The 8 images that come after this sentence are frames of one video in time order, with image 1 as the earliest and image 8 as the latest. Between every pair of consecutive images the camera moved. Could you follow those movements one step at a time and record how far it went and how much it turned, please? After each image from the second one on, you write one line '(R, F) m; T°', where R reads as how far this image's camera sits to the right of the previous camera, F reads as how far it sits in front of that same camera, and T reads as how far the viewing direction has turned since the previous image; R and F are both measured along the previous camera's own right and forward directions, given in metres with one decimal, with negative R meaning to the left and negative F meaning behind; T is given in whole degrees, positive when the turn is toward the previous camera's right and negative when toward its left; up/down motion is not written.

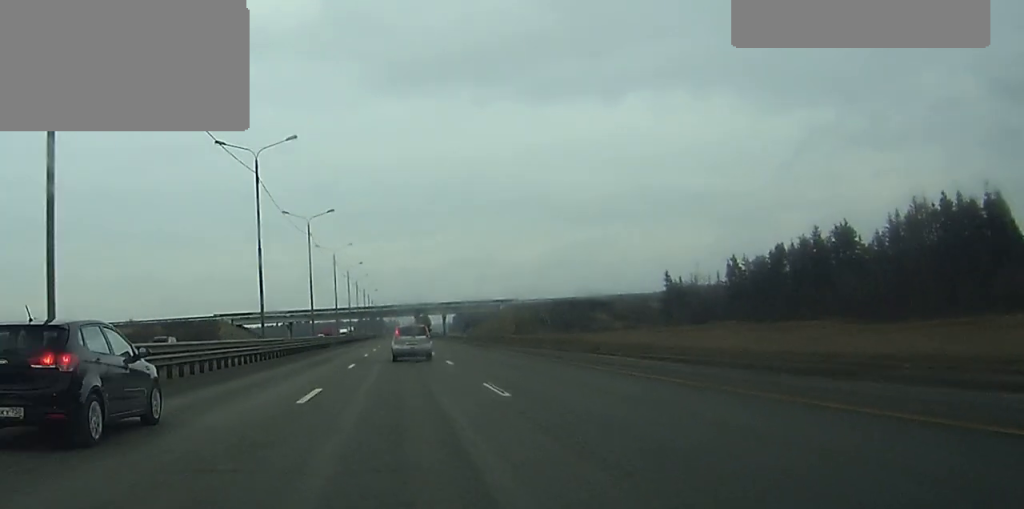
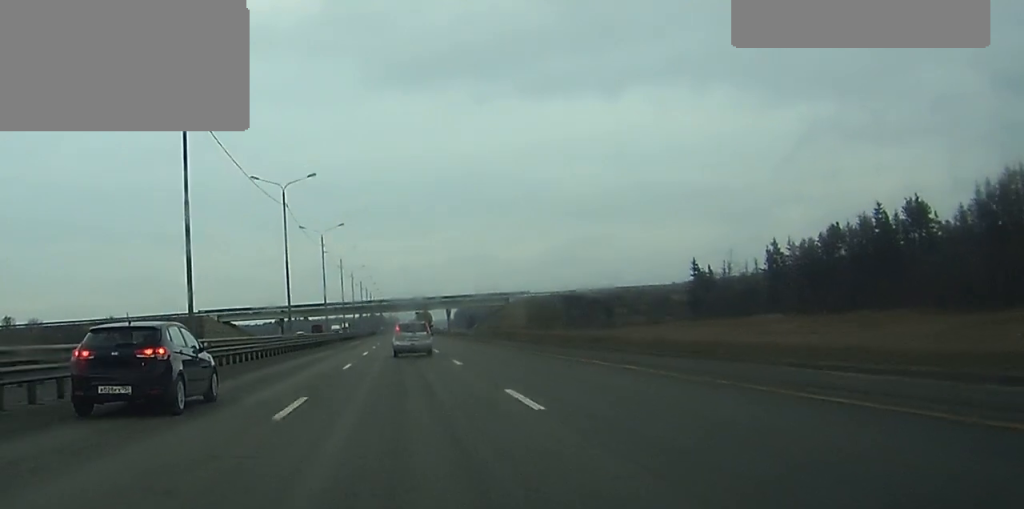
(0.0, +19.4) m; 0°
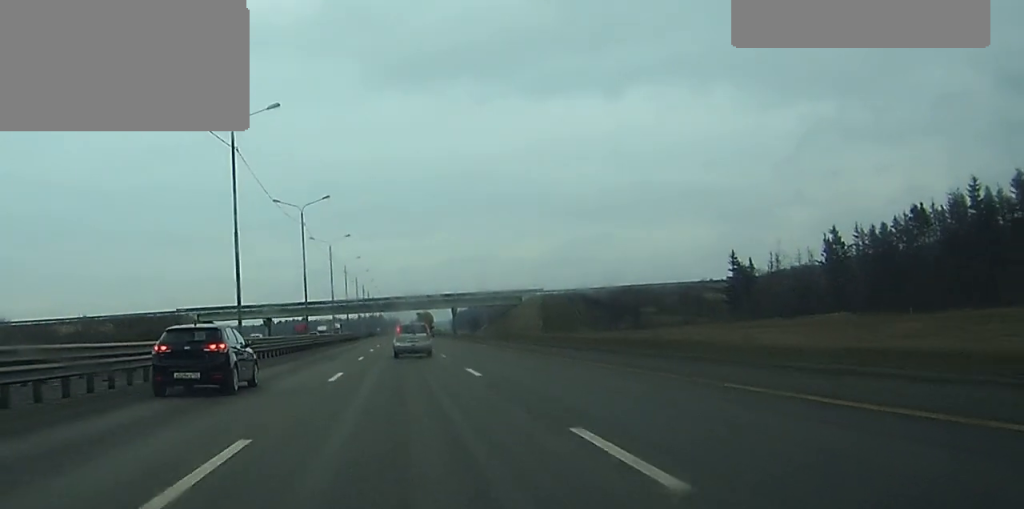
(0.0, +22.2) m; 0°
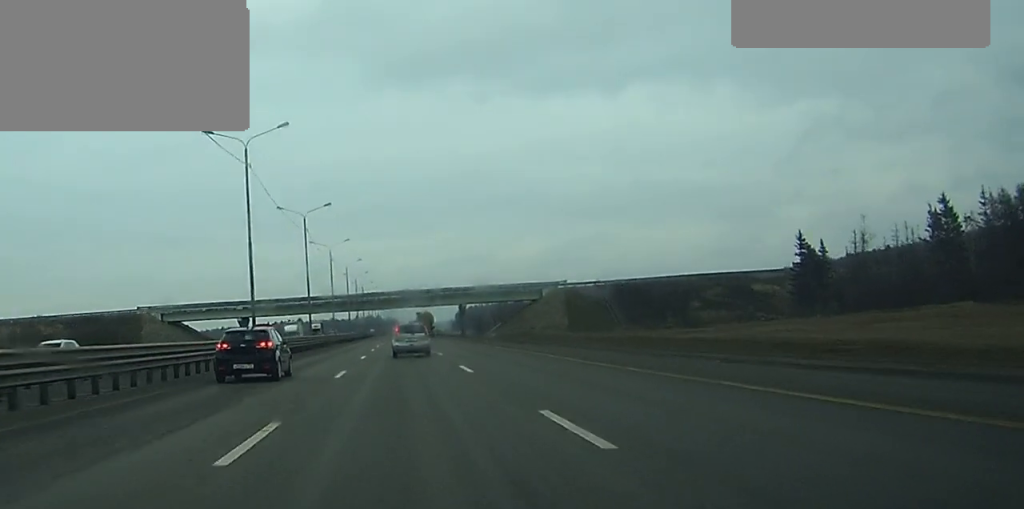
(0.0, +29.7) m; 0°
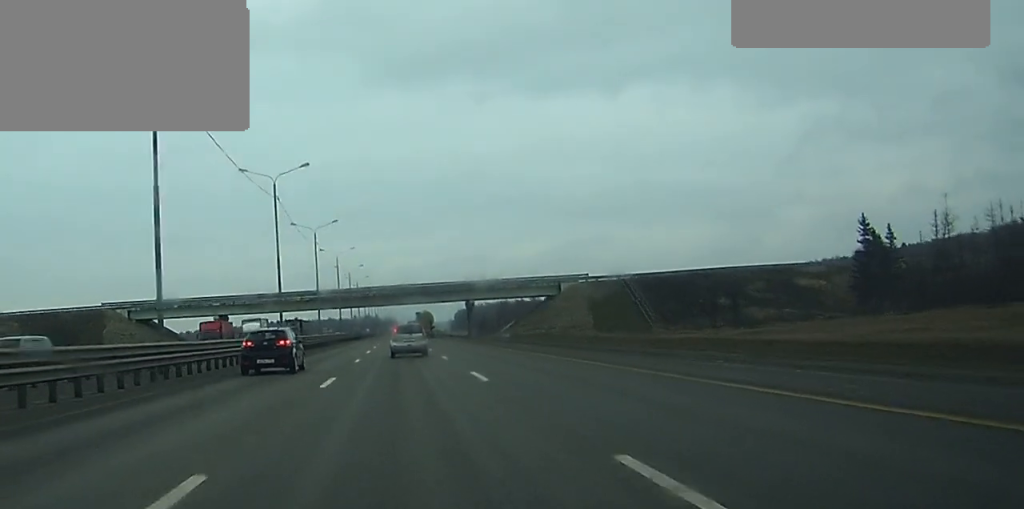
(0.0, +20.4) m; 0°
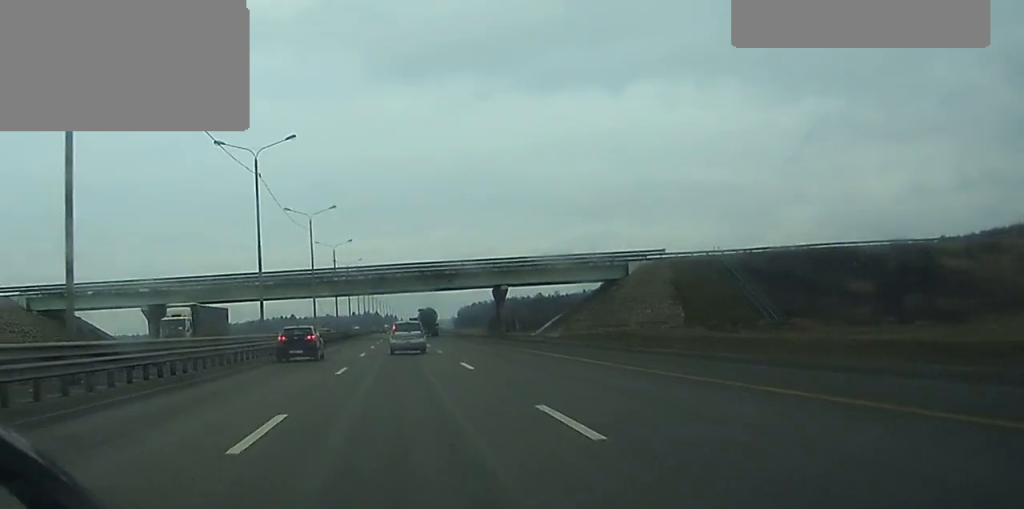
(+0.1, +43.0) m; 0°
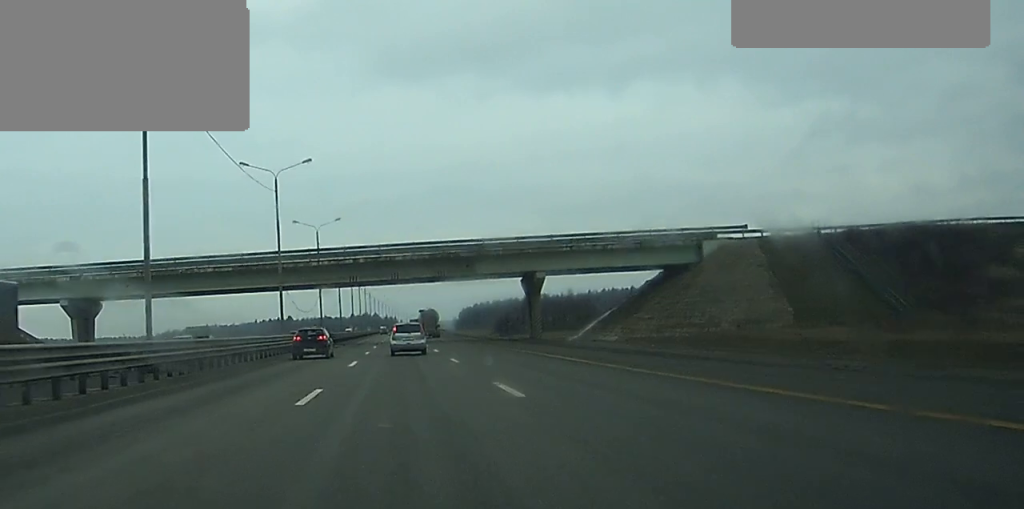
(0.0, +26.2) m; 0°
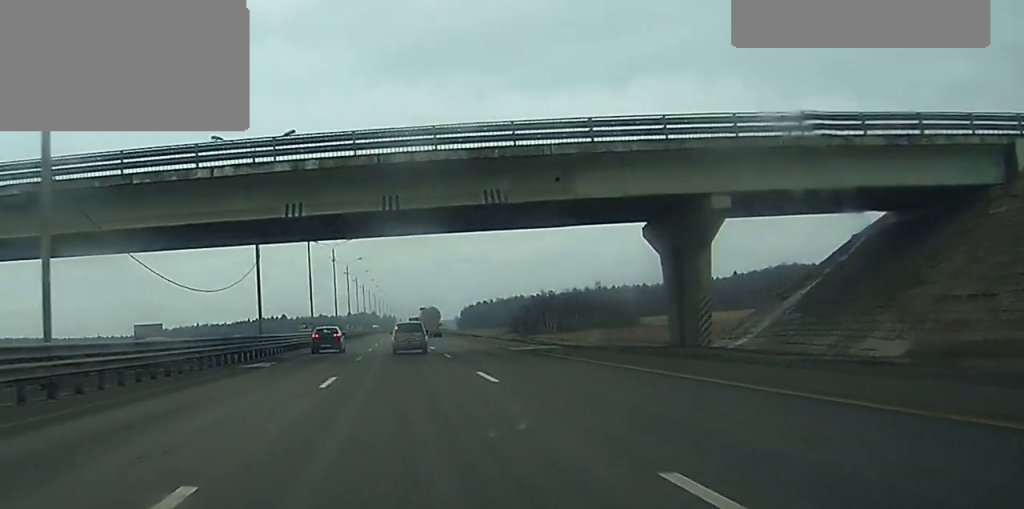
(0.0, +43.8) m; 0°
